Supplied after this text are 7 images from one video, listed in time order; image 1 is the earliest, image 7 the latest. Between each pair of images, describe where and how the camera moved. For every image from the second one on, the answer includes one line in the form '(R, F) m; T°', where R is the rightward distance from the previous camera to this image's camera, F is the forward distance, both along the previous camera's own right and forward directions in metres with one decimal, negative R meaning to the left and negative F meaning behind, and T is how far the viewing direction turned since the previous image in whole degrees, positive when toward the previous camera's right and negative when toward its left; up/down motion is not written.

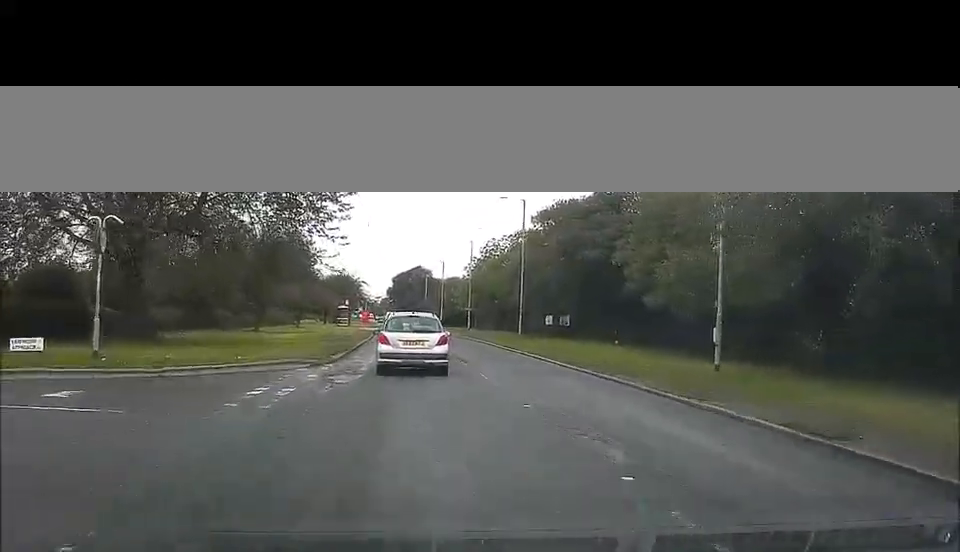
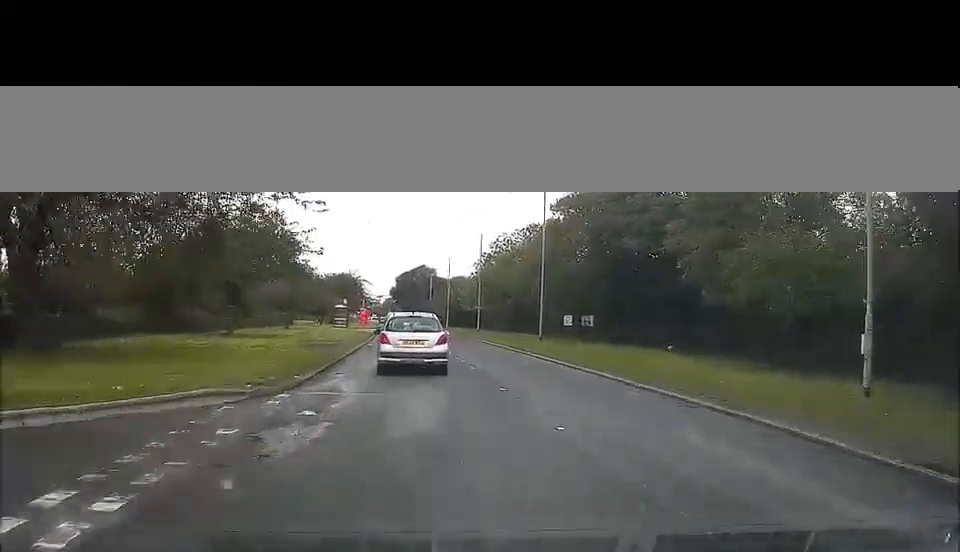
(0.0, +9.0) m; 0°
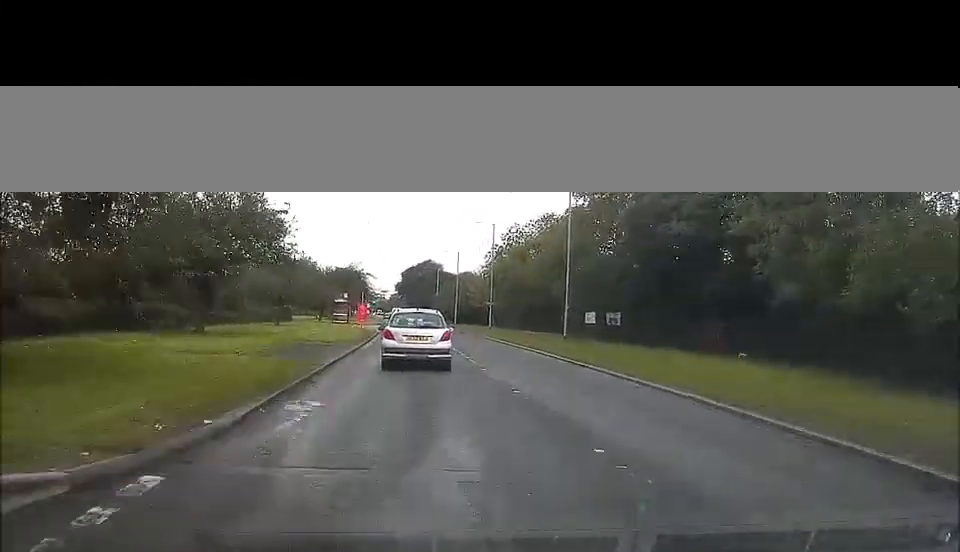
(0.0, +7.6) m; 0°
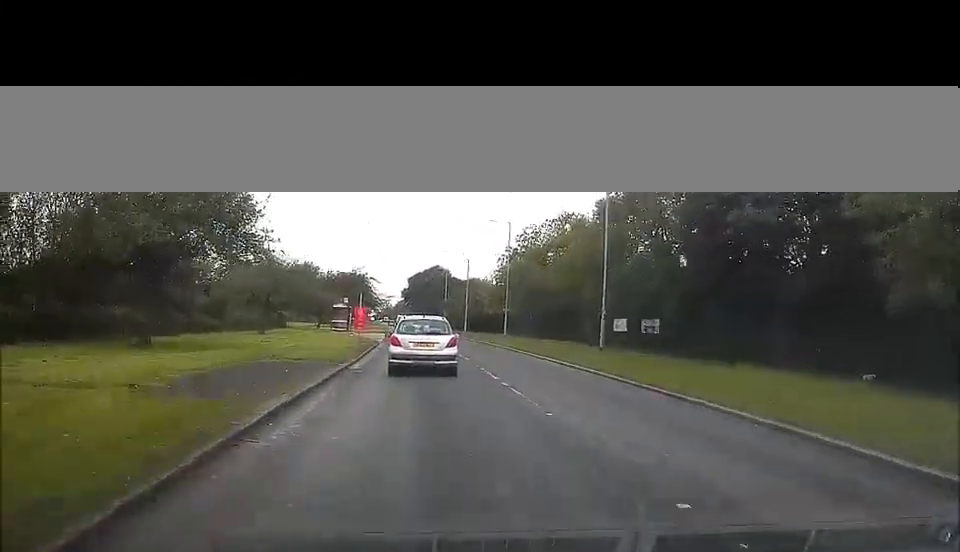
(0.0, +8.6) m; -1°
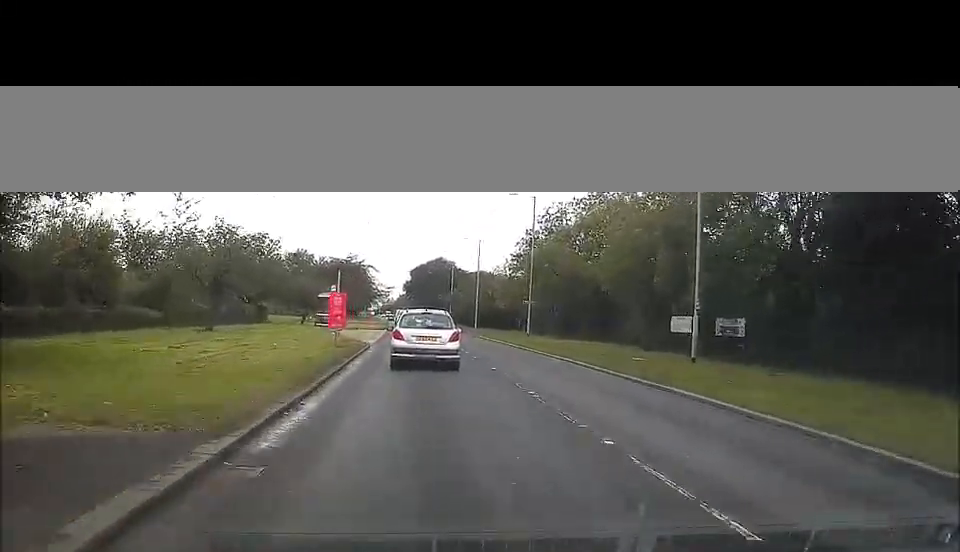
(-0.2, +14.7) m; 0°
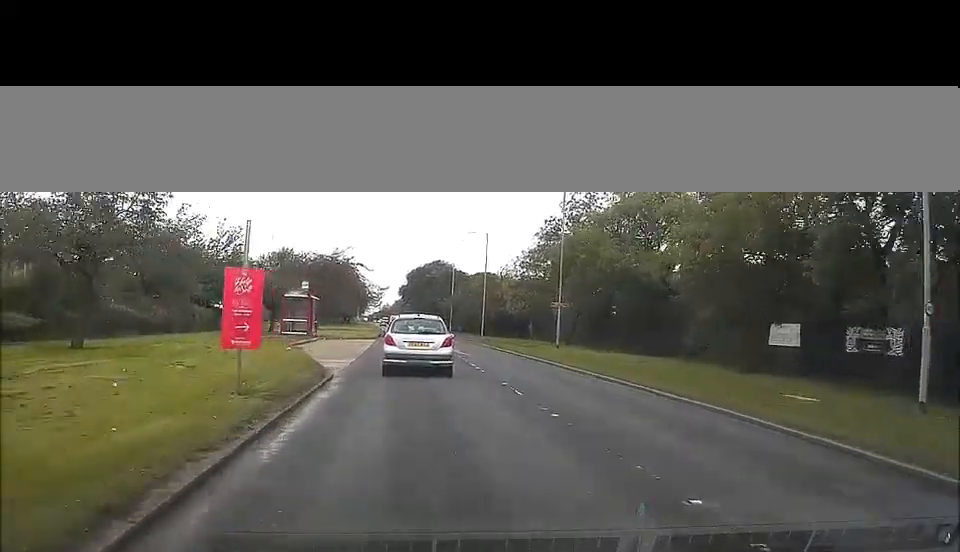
(+0.2, +15.2) m; 0°
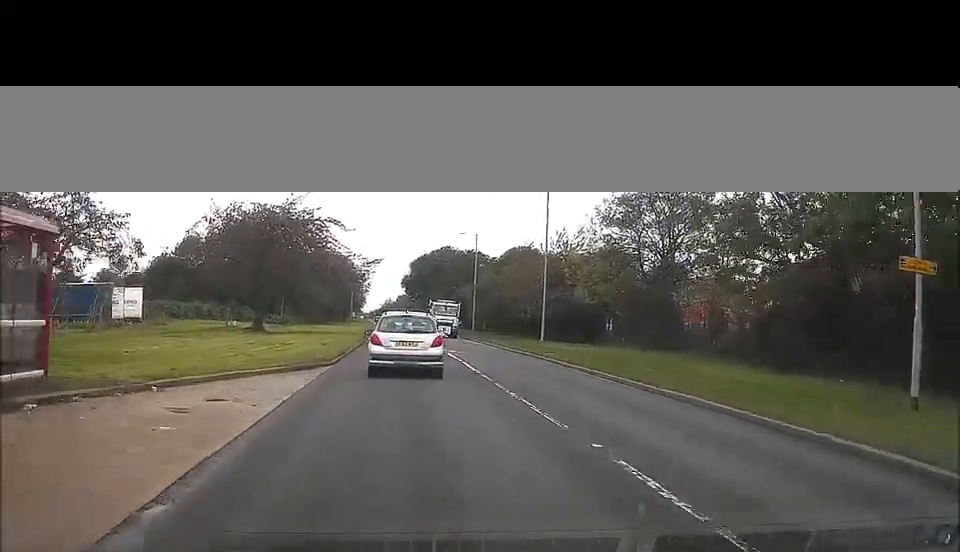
(-0.5, +39.7) m; -1°
